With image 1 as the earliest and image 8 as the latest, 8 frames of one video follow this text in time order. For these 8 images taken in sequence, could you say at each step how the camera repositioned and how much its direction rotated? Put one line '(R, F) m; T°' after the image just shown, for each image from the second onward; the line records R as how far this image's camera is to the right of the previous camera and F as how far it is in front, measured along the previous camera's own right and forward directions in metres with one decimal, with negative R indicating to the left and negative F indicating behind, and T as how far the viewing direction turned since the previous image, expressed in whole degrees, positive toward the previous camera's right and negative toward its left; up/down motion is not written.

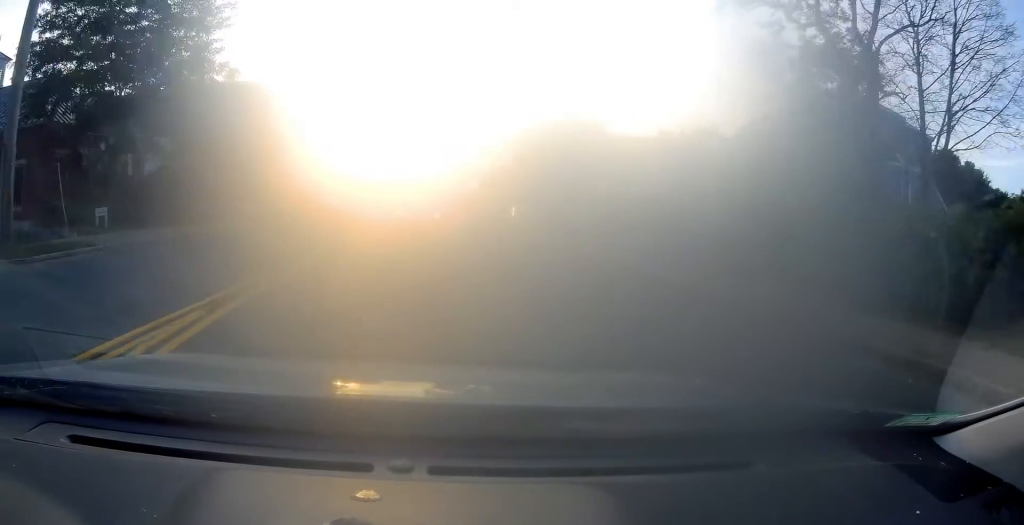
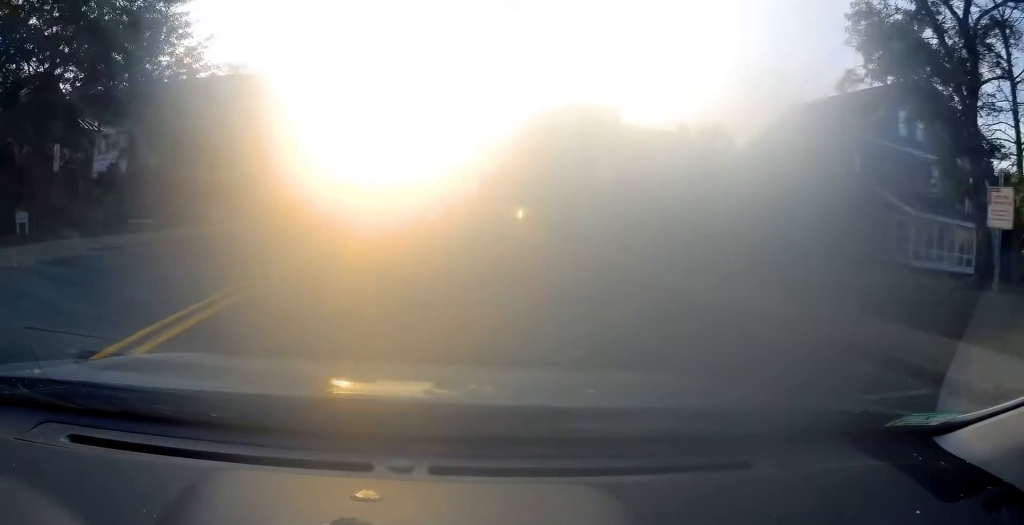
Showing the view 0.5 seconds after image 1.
(0.0, +5.1) m; 0°
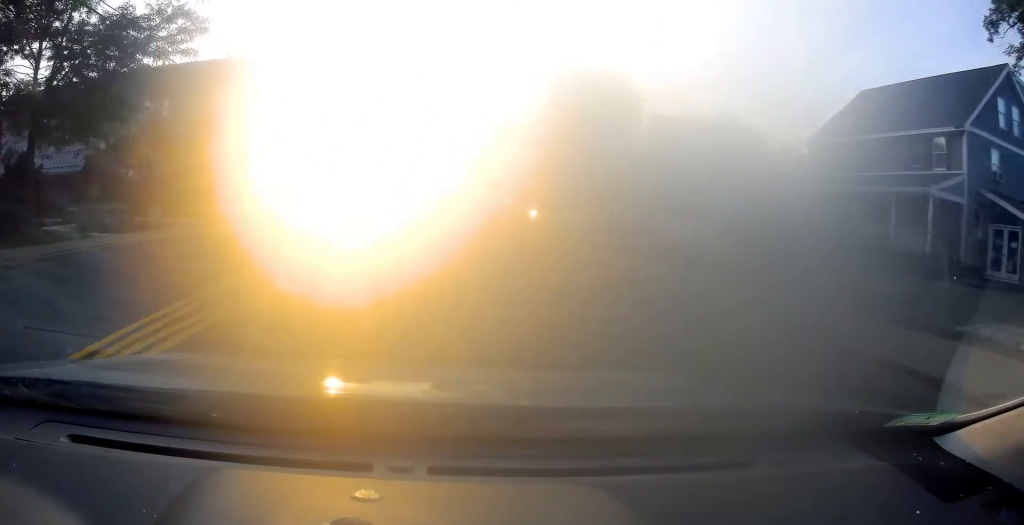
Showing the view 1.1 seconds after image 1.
(0.0, +7.2) m; 0°
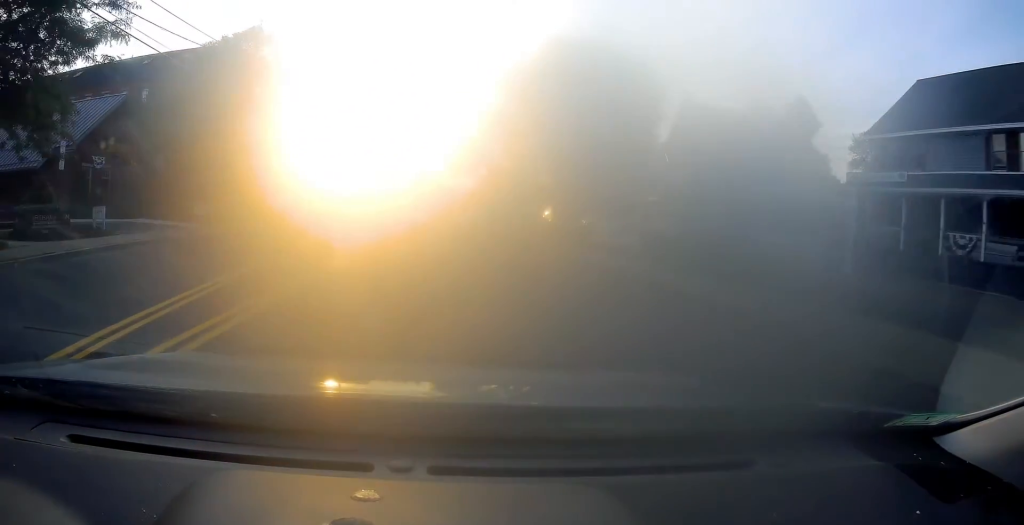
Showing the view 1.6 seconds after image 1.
(0.0, +4.7) m; 0°
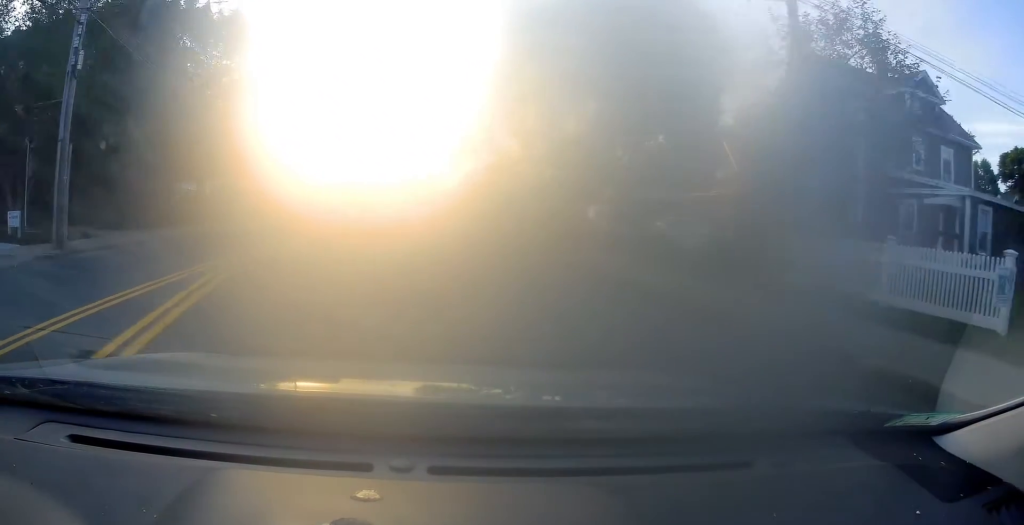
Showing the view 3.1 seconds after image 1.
(+0.1, +14.2) m; +1°
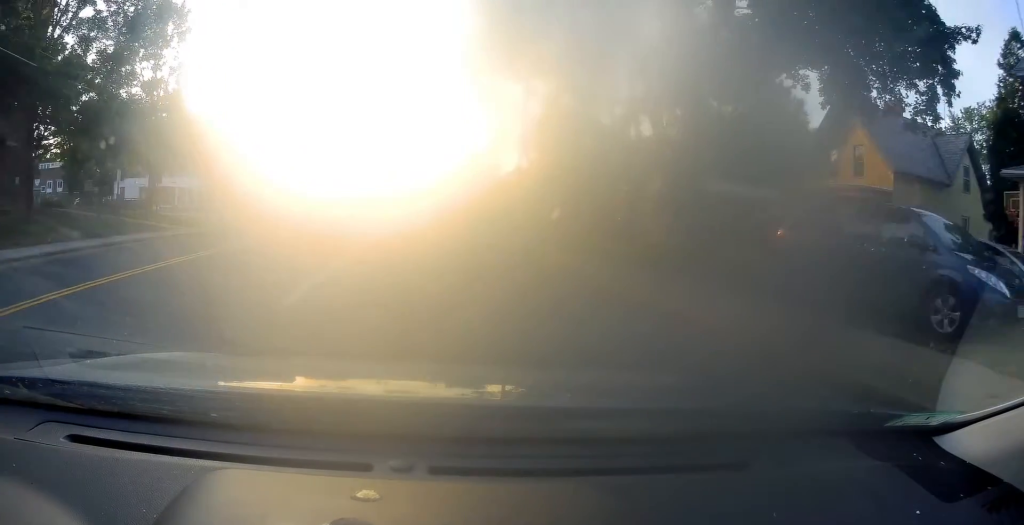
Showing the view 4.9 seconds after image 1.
(+1.0, +15.4) m; +6°
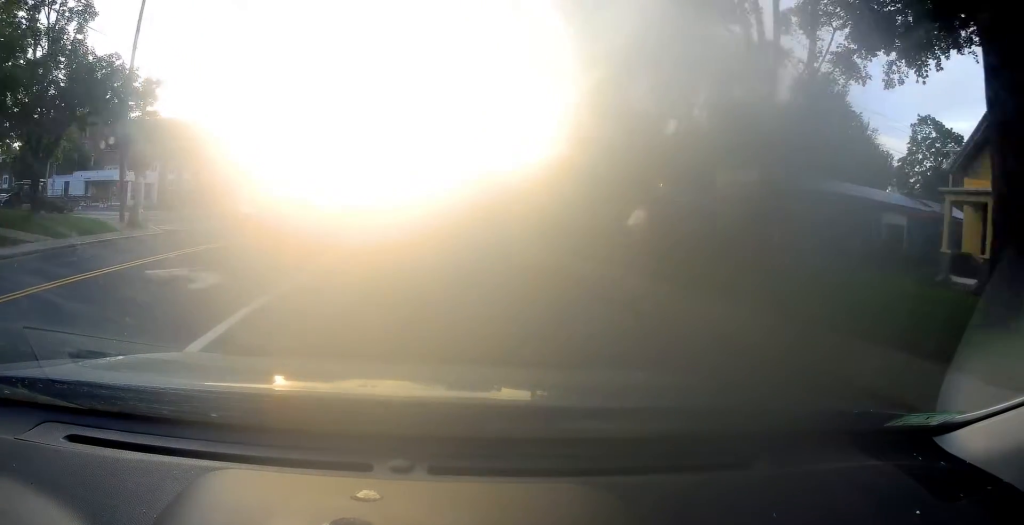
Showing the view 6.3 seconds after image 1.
(-0.3, +10.1) m; -2°
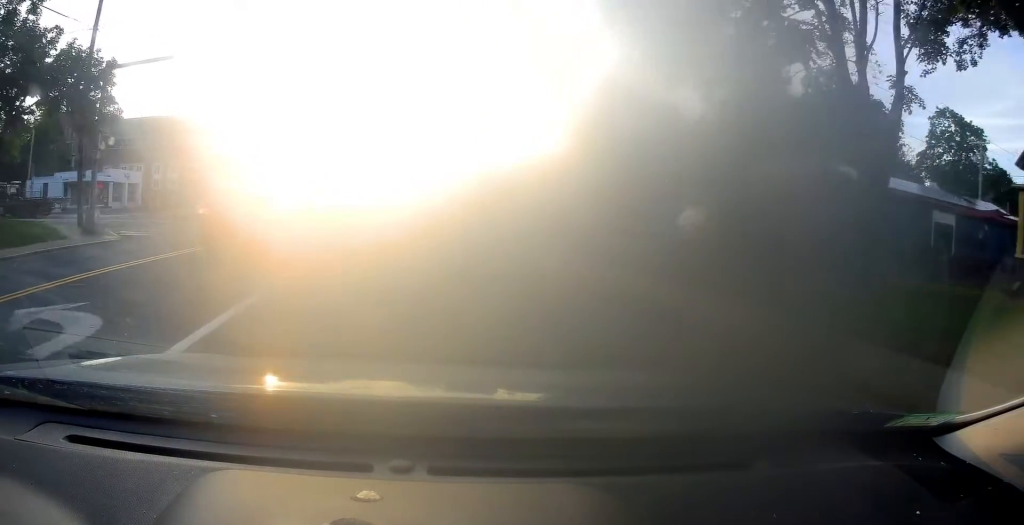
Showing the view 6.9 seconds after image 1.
(-0.1, +3.3) m; +1°
